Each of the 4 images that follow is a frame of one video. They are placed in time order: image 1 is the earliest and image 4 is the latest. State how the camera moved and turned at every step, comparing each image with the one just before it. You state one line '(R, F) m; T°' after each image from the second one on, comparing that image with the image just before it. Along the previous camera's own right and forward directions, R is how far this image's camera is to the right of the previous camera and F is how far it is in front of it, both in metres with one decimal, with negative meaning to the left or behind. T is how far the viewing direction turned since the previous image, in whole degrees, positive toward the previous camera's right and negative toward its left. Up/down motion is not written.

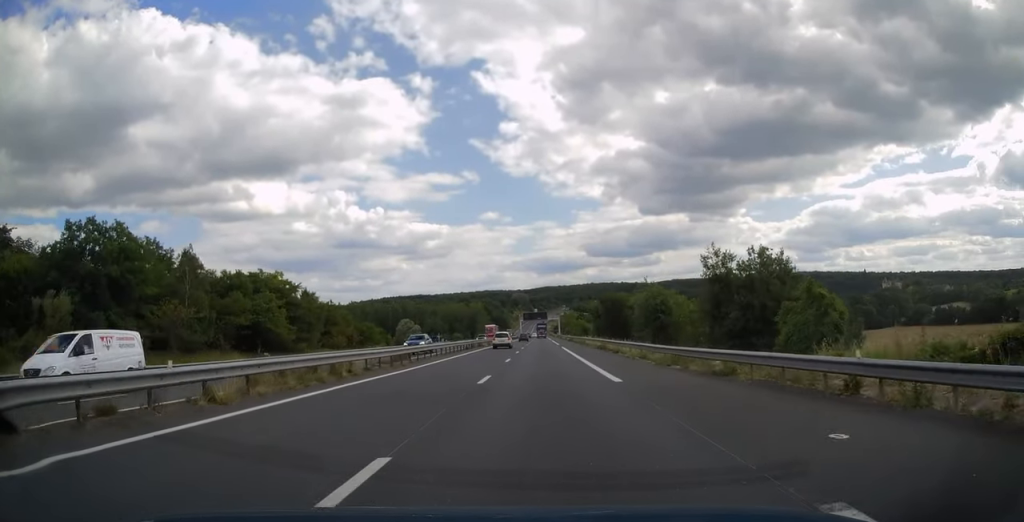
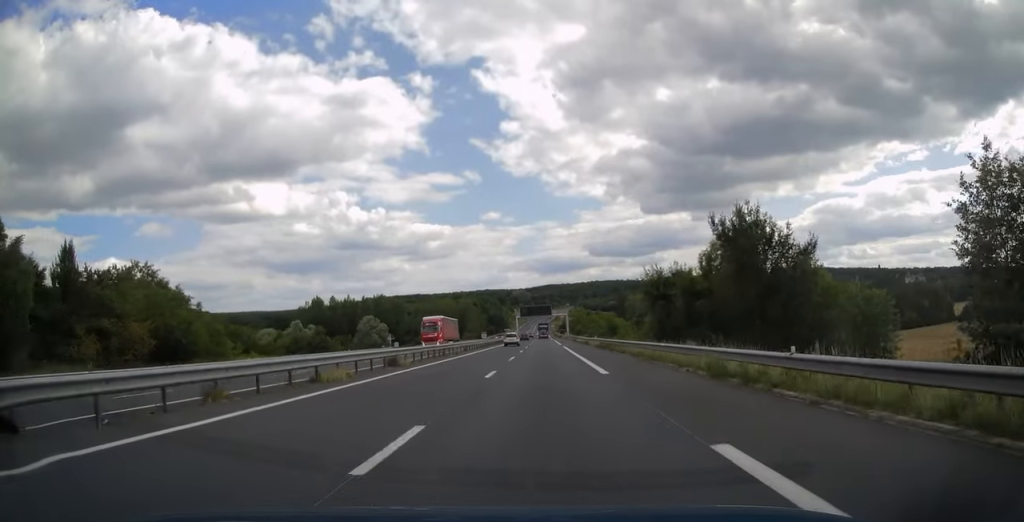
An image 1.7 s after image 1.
(-0.1, +40.5) m; 0°
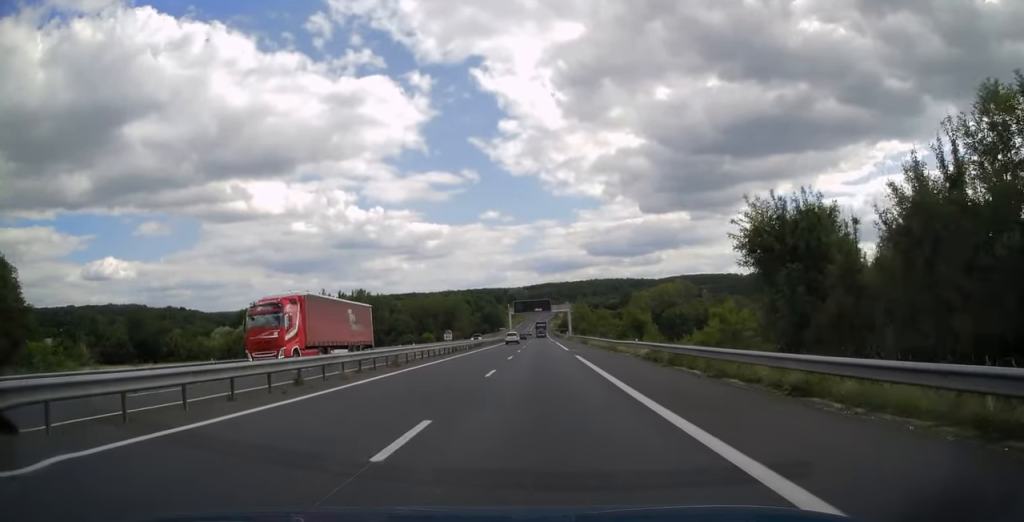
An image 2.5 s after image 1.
(0.0, +21.6) m; 0°
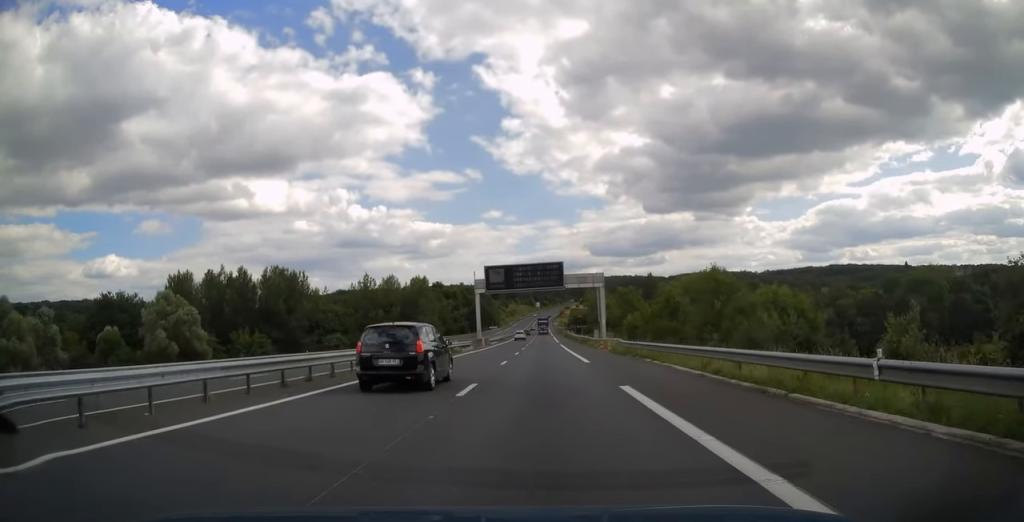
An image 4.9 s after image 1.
(0.0, +66.7) m; 0°
